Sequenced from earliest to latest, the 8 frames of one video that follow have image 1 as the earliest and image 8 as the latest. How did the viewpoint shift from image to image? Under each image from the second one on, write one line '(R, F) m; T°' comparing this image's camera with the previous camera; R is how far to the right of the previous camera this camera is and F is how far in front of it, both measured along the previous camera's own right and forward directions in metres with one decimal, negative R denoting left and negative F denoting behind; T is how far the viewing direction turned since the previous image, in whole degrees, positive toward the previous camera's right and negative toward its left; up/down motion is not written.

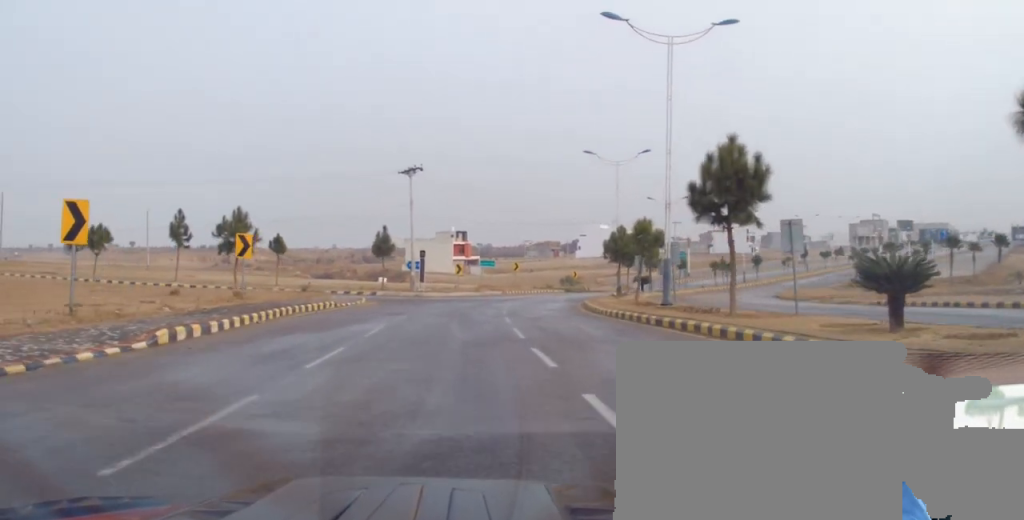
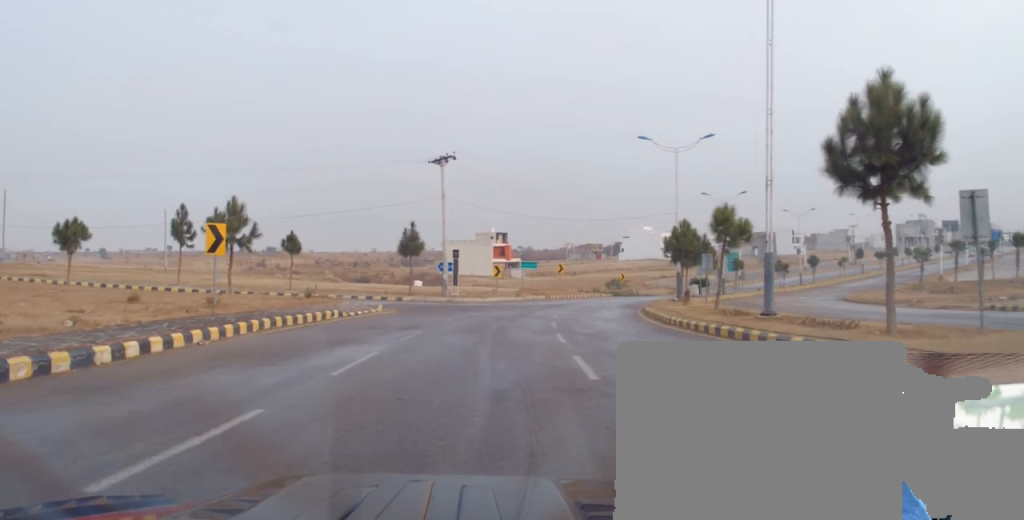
(0.0, +6.4) m; 0°
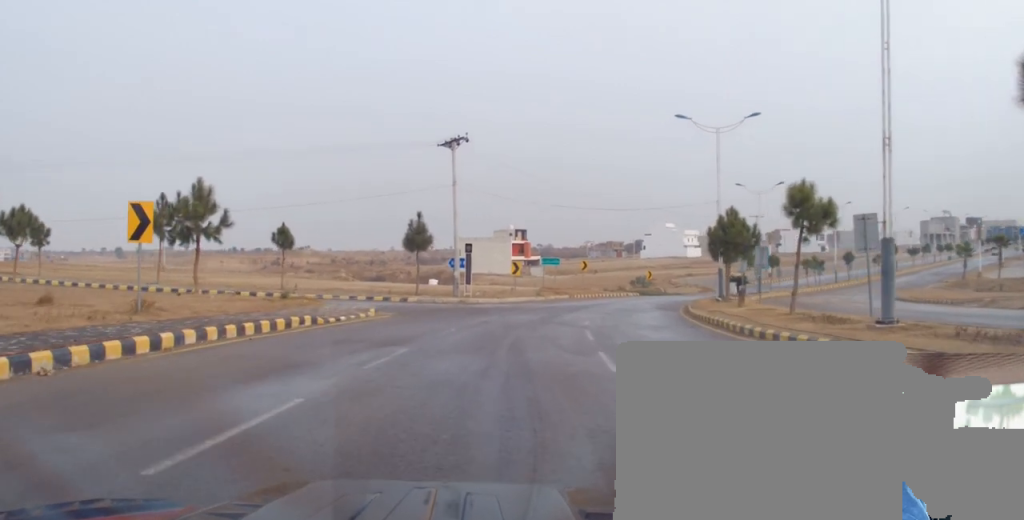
(0.0, +5.7) m; -2°
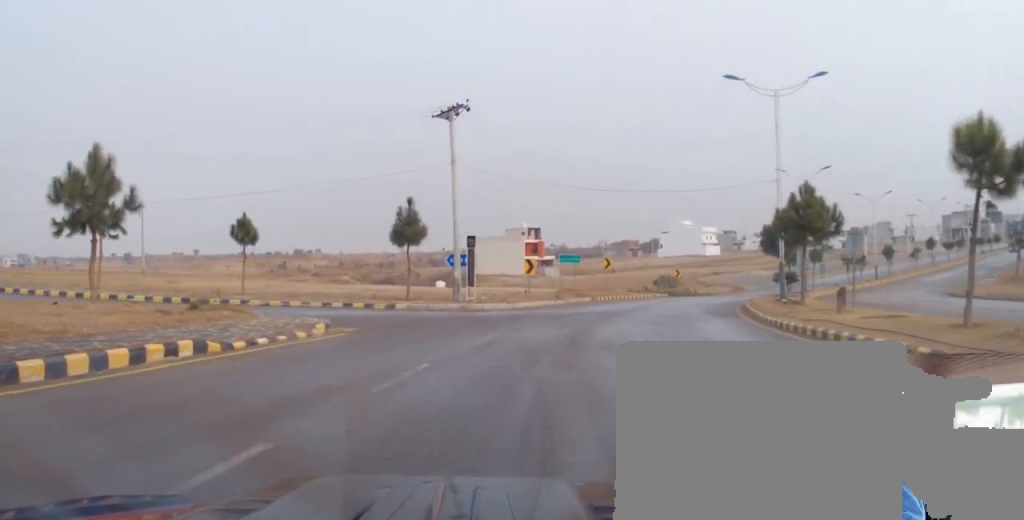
(-0.4, +8.6) m; -2°
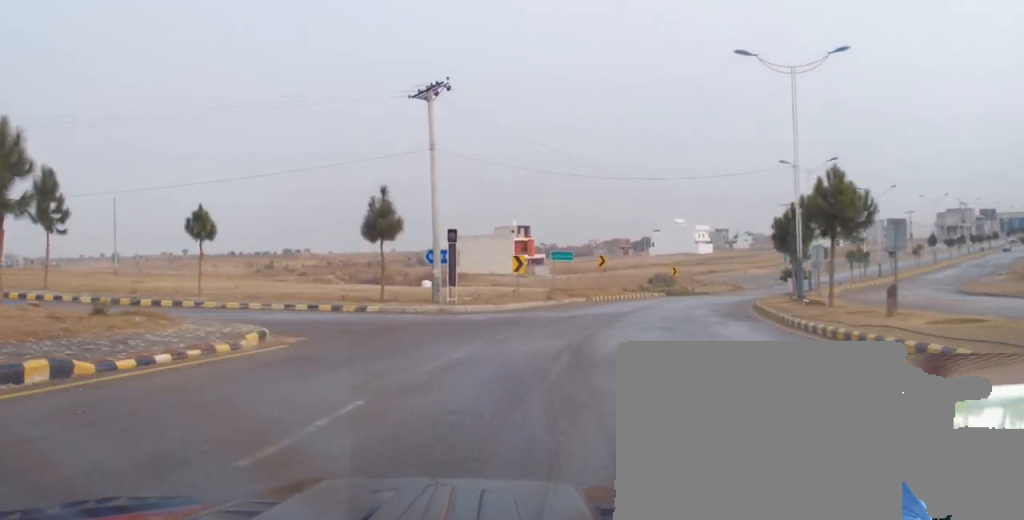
(+0.1, +3.9) m; +3°
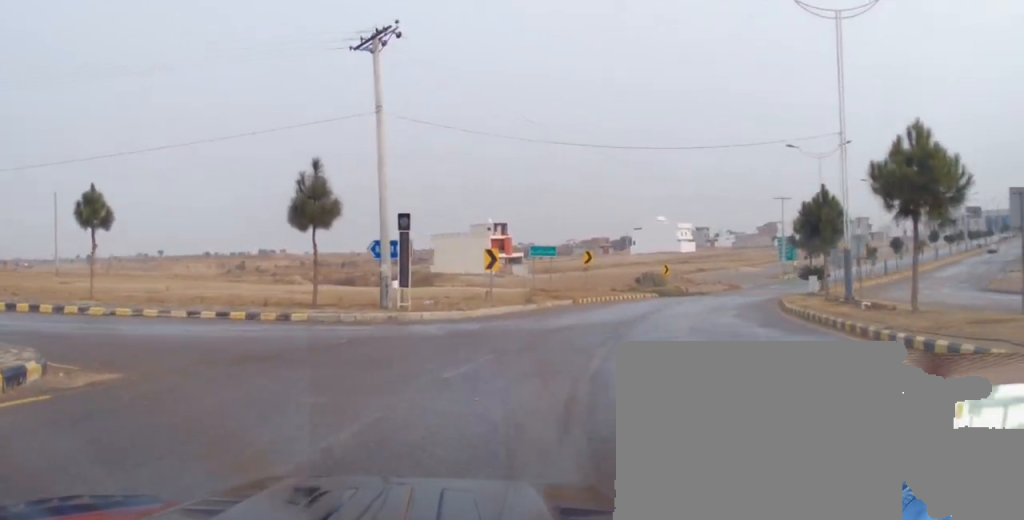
(+0.5, +7.1) m; -3°
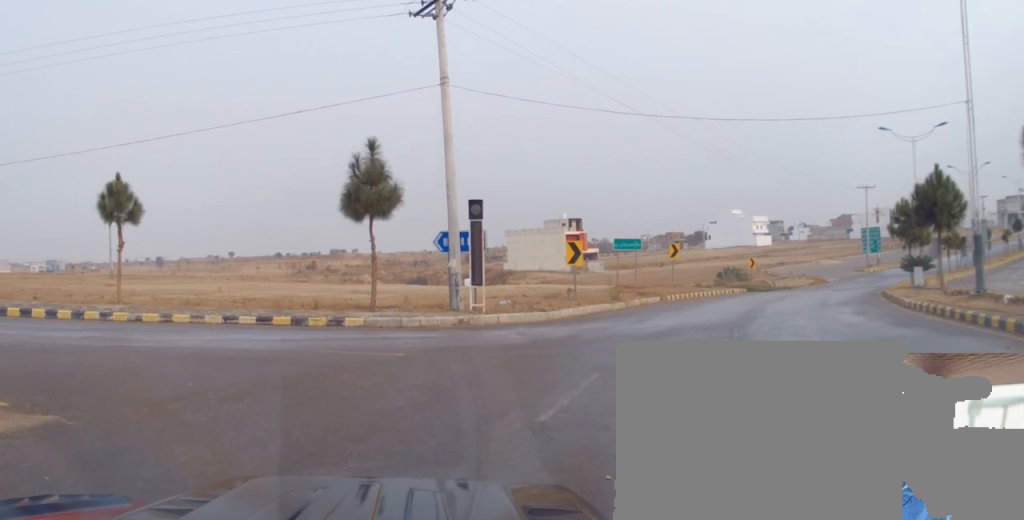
(-0.2, +3.2) m; -6°
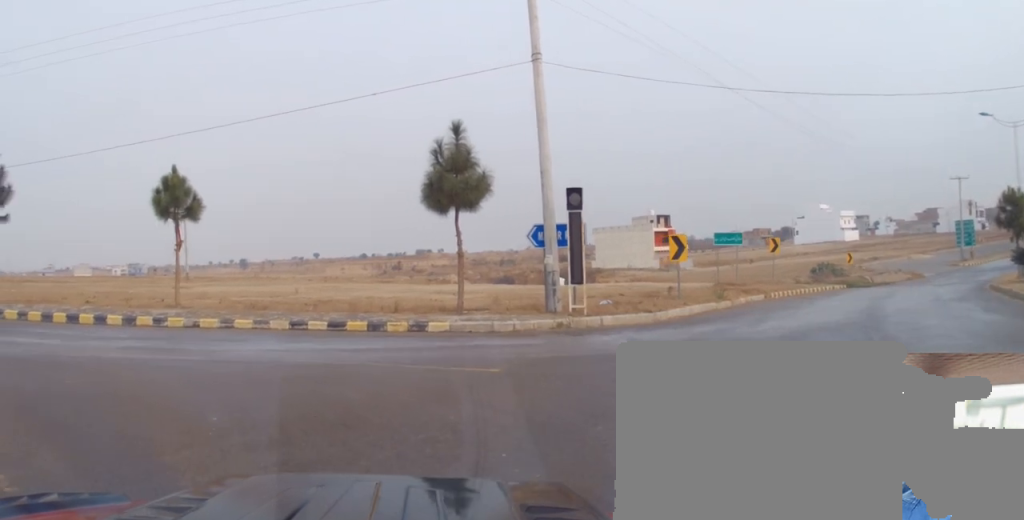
(-0.3, +2.3) m; -5°
